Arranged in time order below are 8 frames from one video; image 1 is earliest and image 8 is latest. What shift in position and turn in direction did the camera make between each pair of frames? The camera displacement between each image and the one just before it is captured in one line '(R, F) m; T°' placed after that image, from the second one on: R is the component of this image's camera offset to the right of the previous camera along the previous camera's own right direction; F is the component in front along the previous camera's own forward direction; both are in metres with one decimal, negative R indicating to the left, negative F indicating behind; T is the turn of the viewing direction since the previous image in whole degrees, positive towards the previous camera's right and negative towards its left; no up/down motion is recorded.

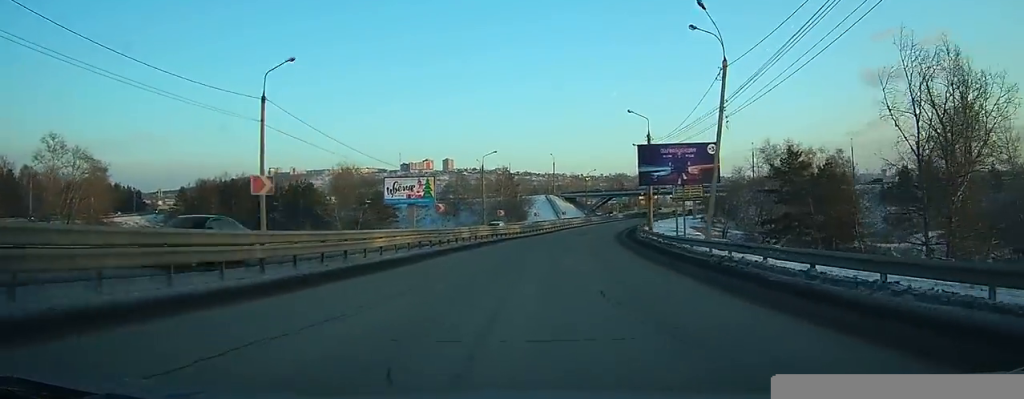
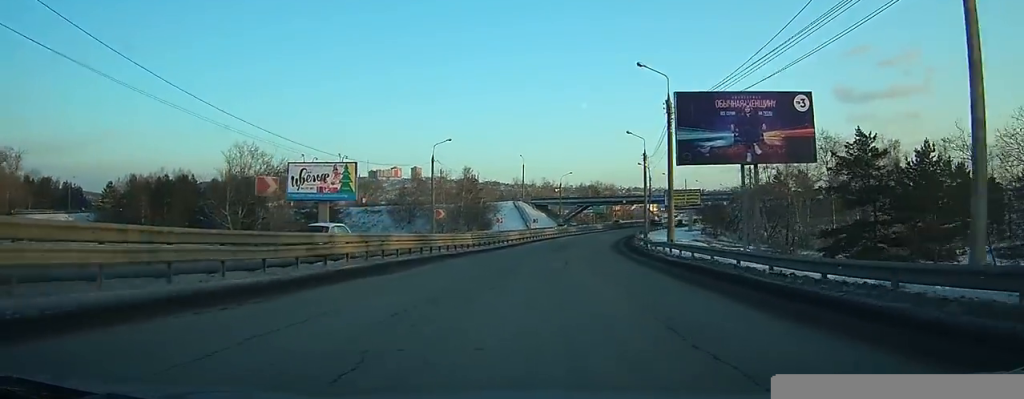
(+0.6, +19.3) m; +4°
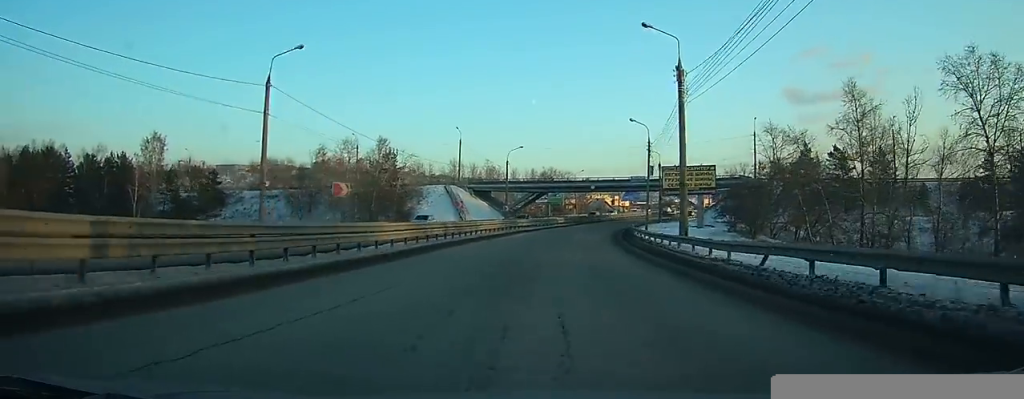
(+1.5, +33.3) m; +5°
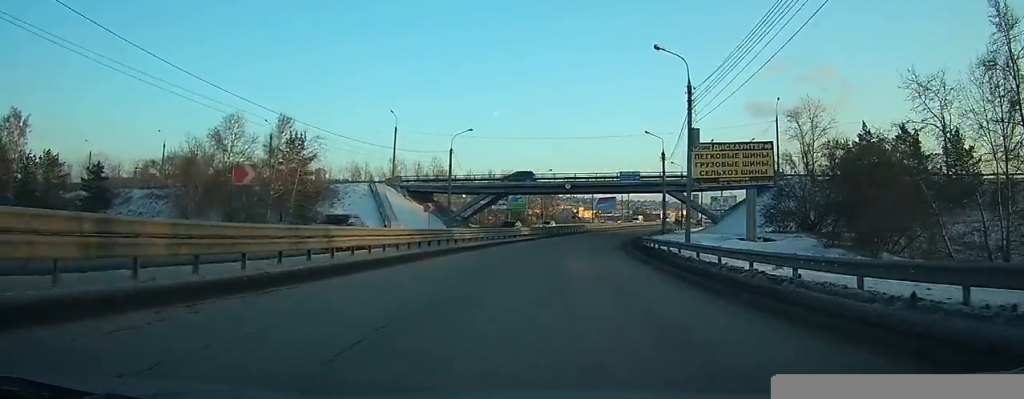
(+1.0, +26.2) m; +4°
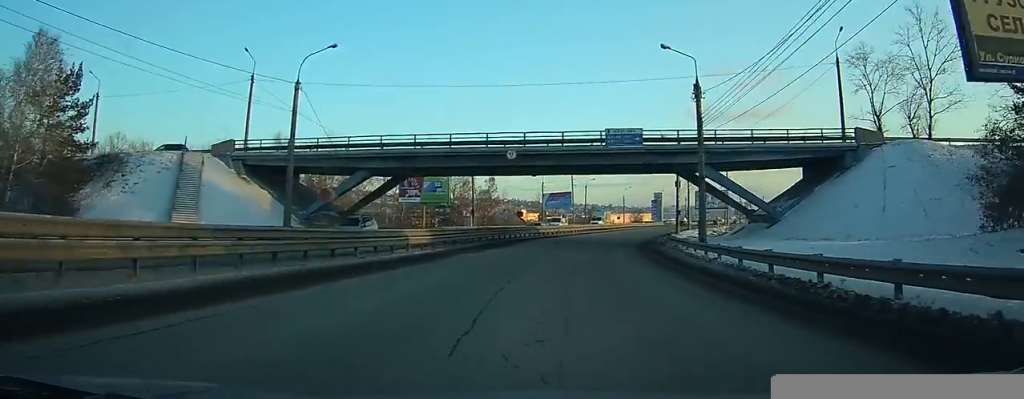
(+1.3, +32.7) m; +5°
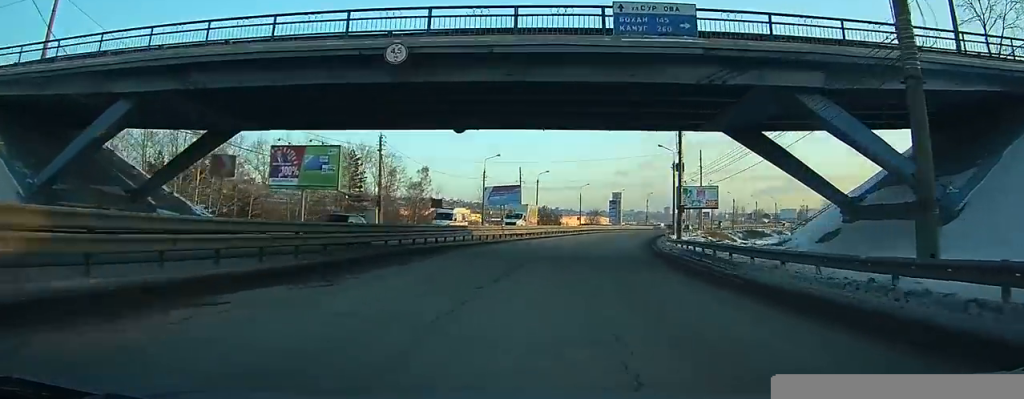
(+0.8, +23.2) m; +4°
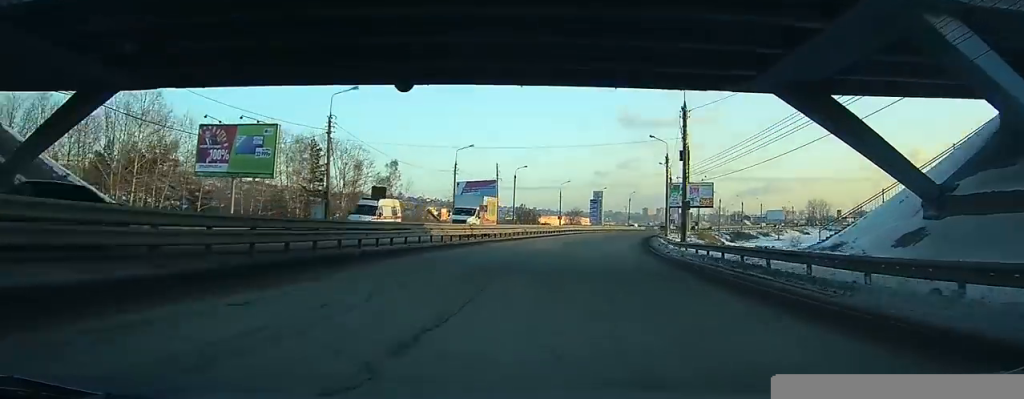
(+0.3, +8.2) m; +1°
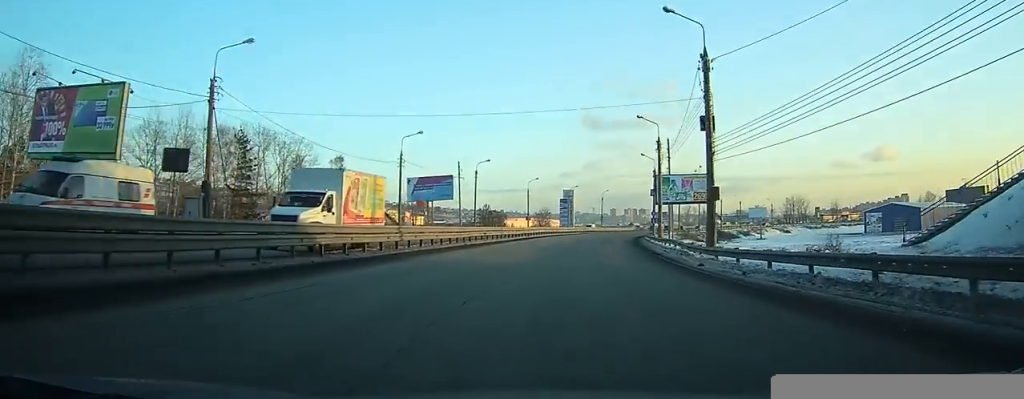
(+0.2, +12.9) m; +2°
